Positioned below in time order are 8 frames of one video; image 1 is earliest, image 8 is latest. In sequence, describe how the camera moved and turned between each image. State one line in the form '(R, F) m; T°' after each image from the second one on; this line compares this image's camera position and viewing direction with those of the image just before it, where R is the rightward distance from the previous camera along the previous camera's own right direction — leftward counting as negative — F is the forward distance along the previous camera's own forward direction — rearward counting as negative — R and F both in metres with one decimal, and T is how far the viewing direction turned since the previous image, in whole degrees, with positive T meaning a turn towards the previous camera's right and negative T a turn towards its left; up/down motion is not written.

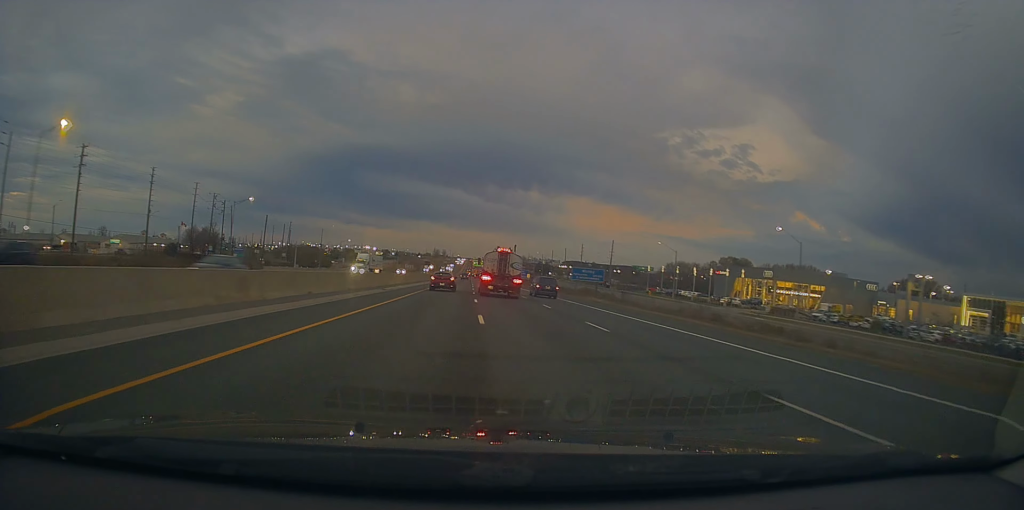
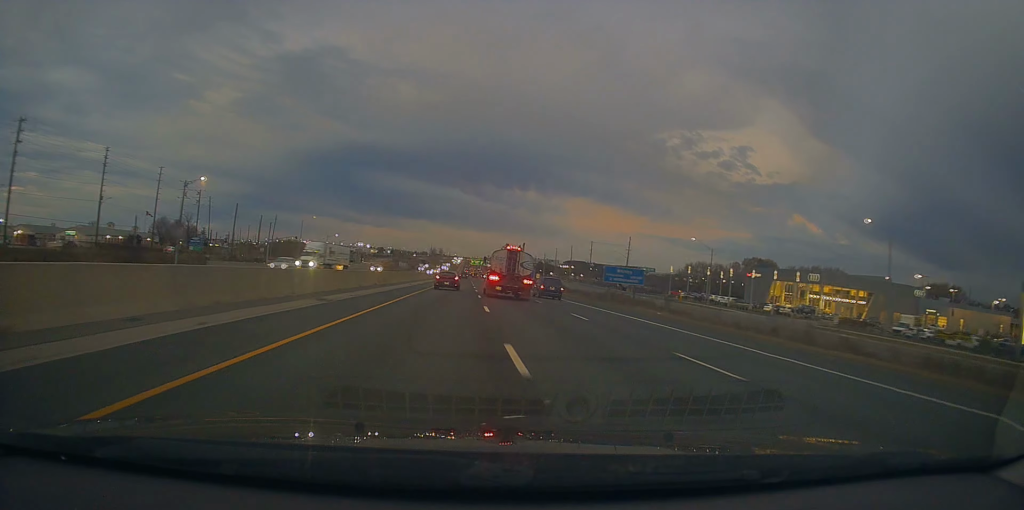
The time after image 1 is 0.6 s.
(0.0, +18.9) m; 0°
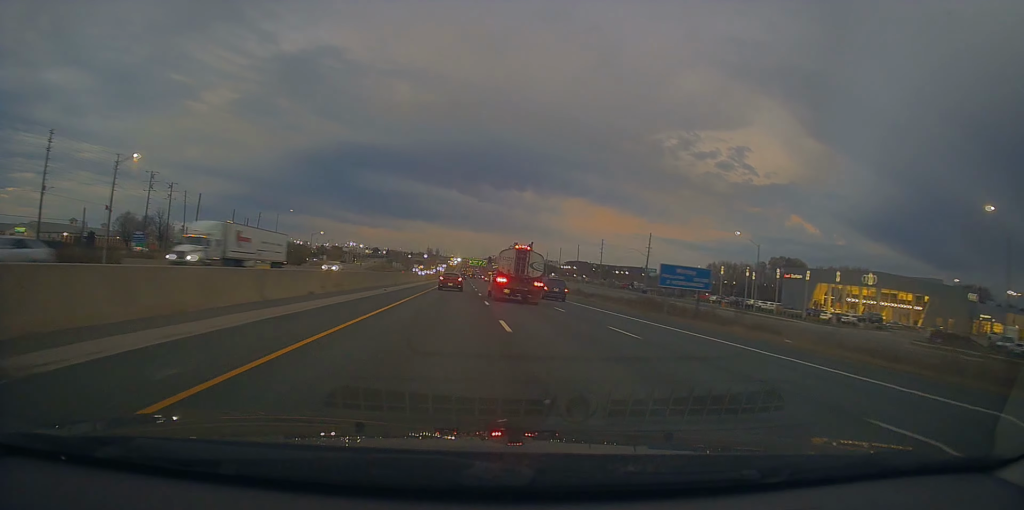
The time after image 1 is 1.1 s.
(0.0, +17.9) m; 0°
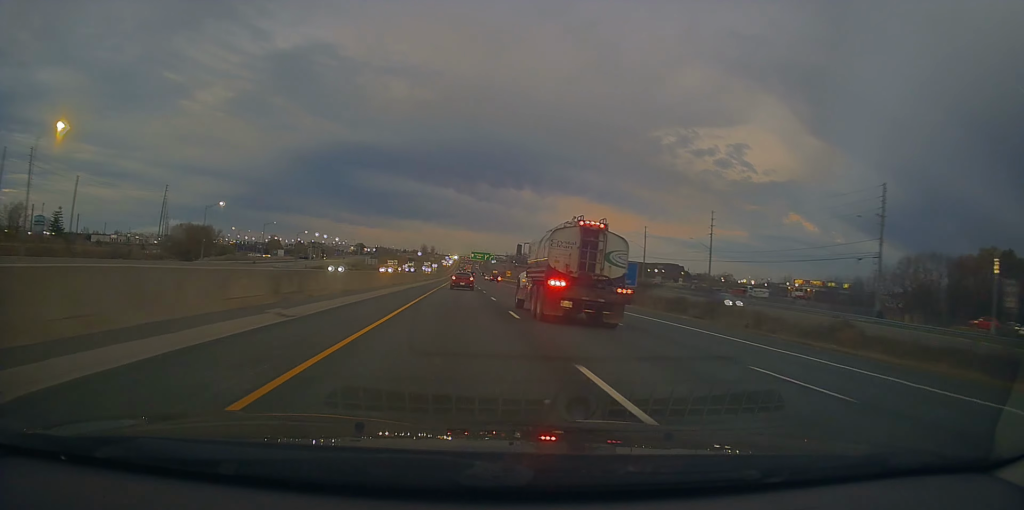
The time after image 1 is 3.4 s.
(+0.4, +80.2) m; +1°
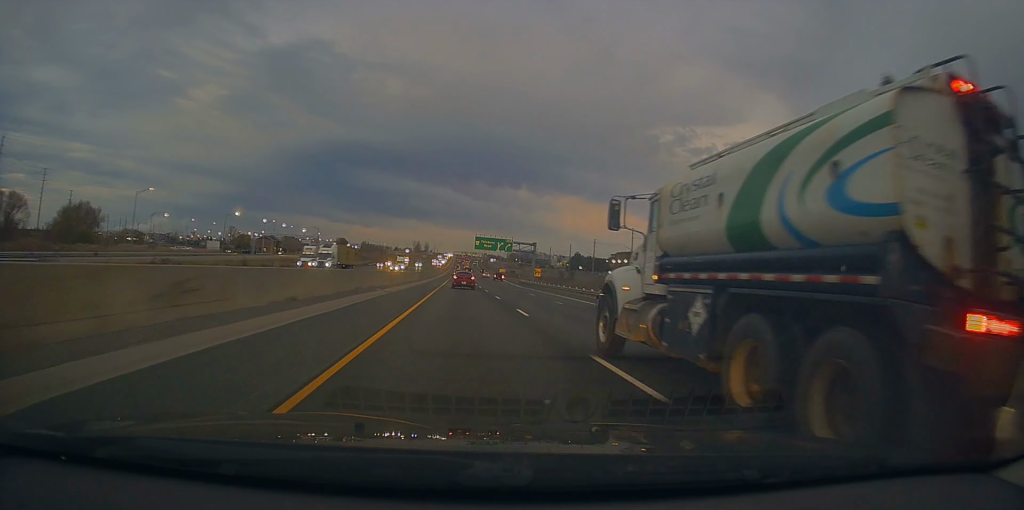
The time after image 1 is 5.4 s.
(+0.9, +71.5) m; 0°
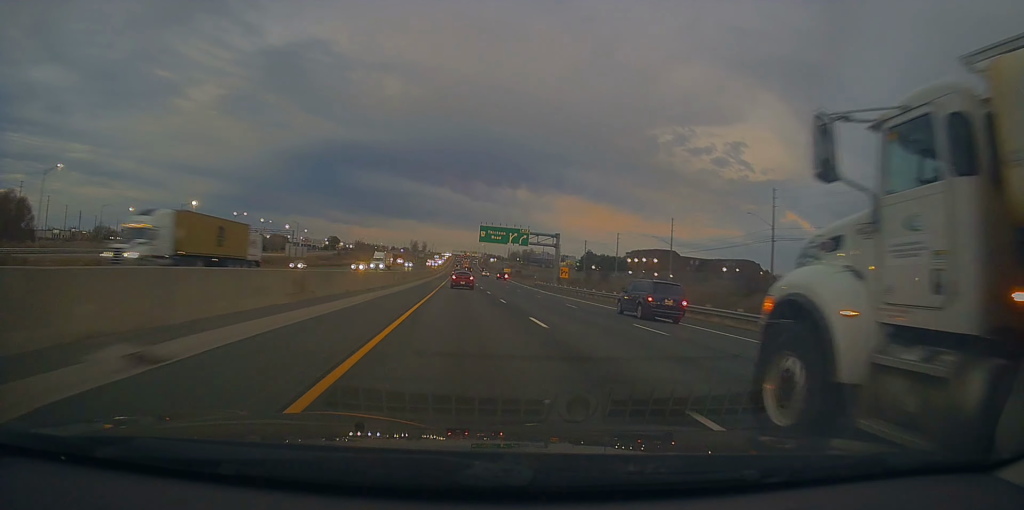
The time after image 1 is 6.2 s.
(-0.6, +27.7) m; 0°
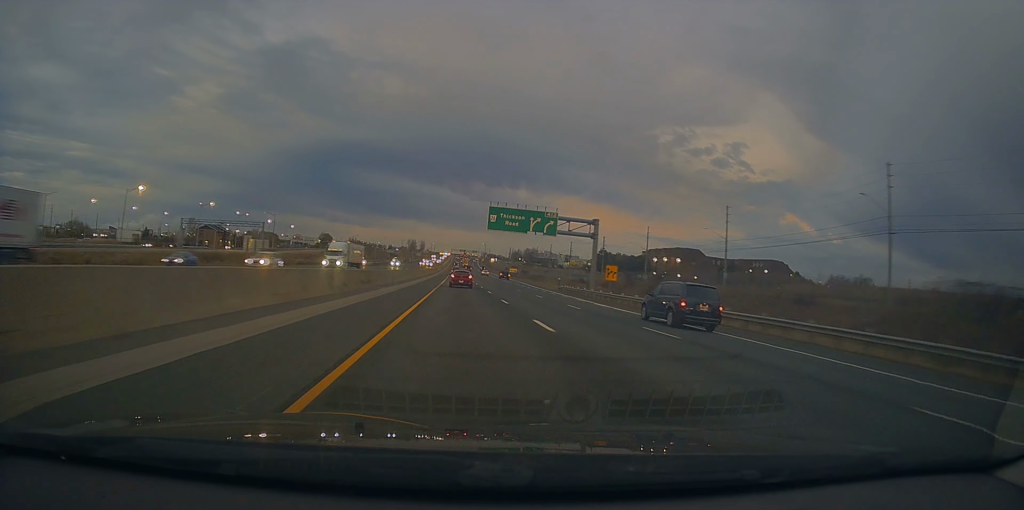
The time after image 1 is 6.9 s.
(+0.3, +25.4) m; +1°
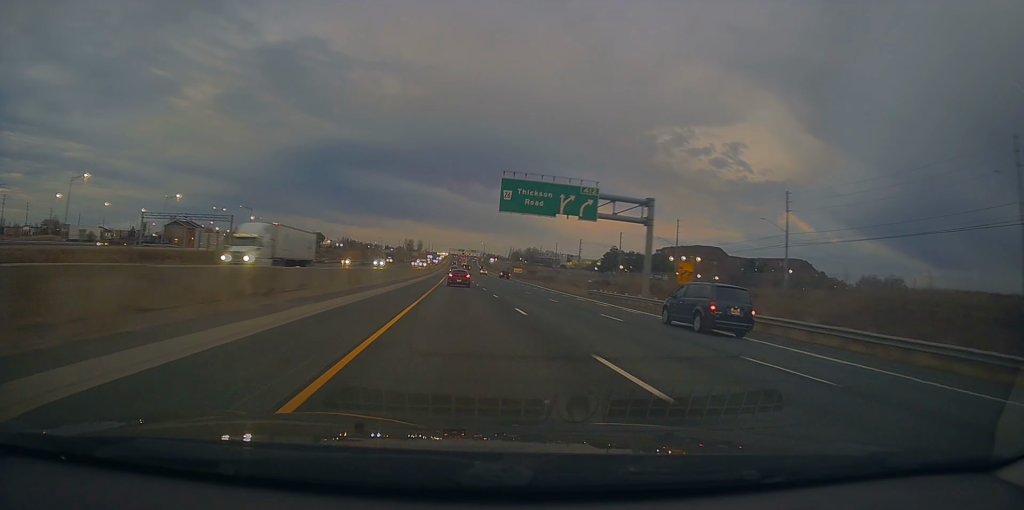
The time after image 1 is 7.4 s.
(+0.1, +19.4) m; +1°
